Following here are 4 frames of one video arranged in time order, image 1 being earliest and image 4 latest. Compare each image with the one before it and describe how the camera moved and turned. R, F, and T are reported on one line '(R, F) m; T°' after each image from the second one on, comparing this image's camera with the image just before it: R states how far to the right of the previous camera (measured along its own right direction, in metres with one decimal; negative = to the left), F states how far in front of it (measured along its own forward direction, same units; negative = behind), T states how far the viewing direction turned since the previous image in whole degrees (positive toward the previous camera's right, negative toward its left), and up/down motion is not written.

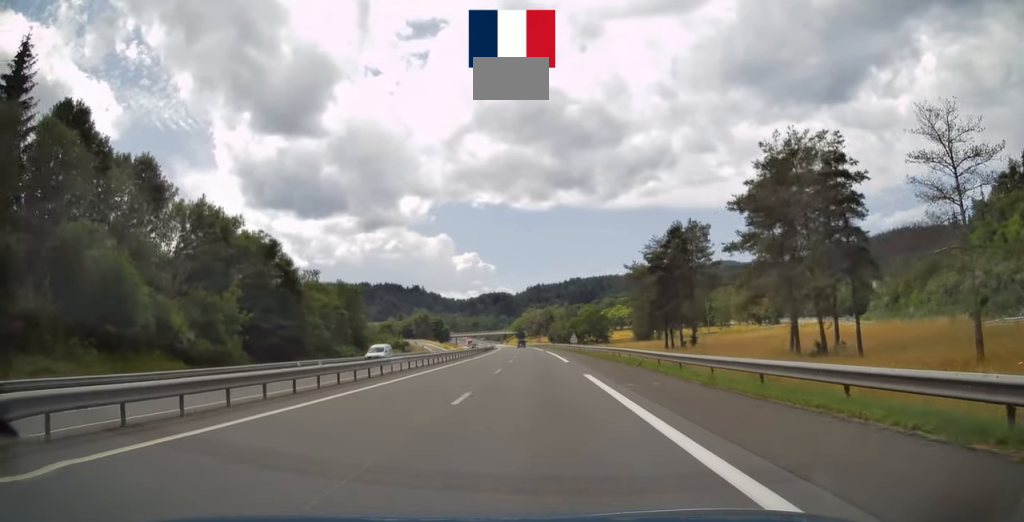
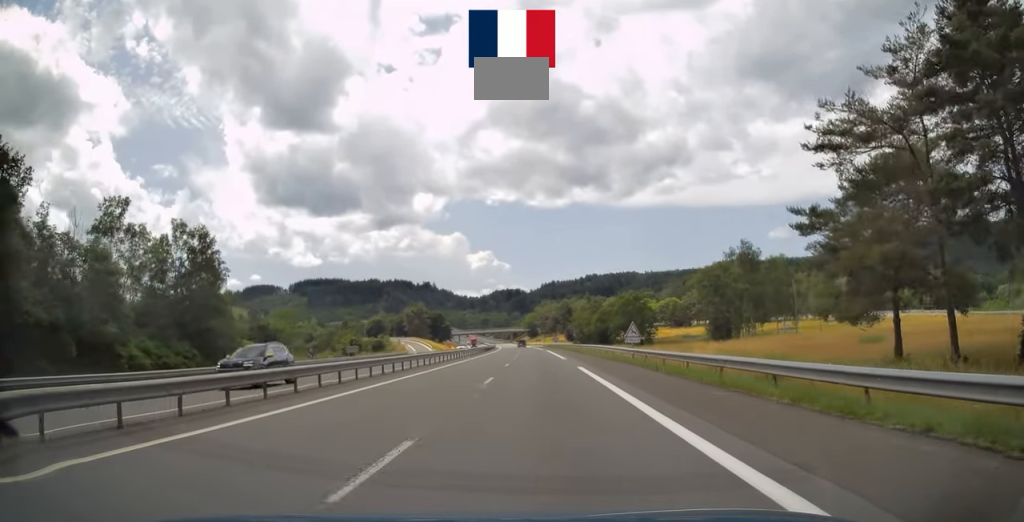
(-0.6, +49.0) m; -1°
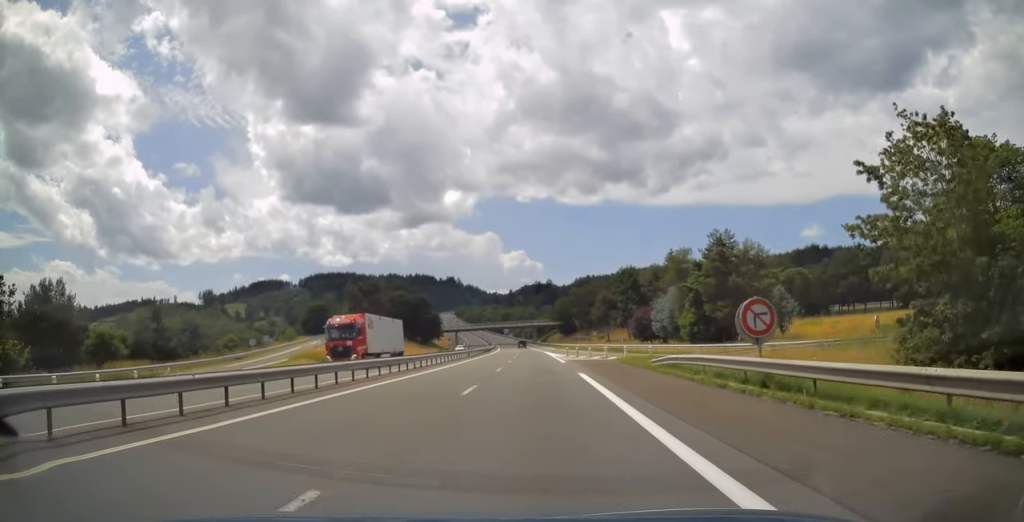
(-2.3, +110.4) m; -3°
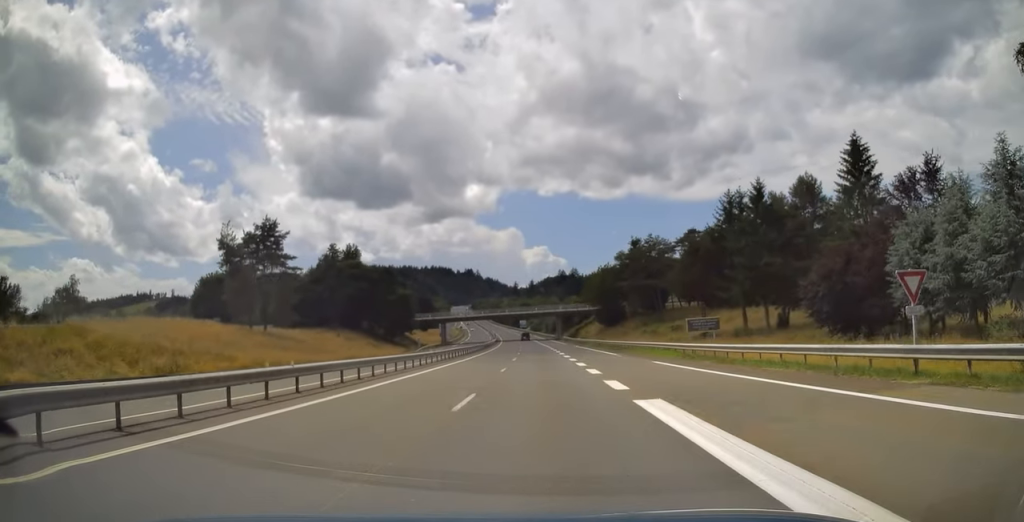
(-1.7, +70.8) m; -2°
